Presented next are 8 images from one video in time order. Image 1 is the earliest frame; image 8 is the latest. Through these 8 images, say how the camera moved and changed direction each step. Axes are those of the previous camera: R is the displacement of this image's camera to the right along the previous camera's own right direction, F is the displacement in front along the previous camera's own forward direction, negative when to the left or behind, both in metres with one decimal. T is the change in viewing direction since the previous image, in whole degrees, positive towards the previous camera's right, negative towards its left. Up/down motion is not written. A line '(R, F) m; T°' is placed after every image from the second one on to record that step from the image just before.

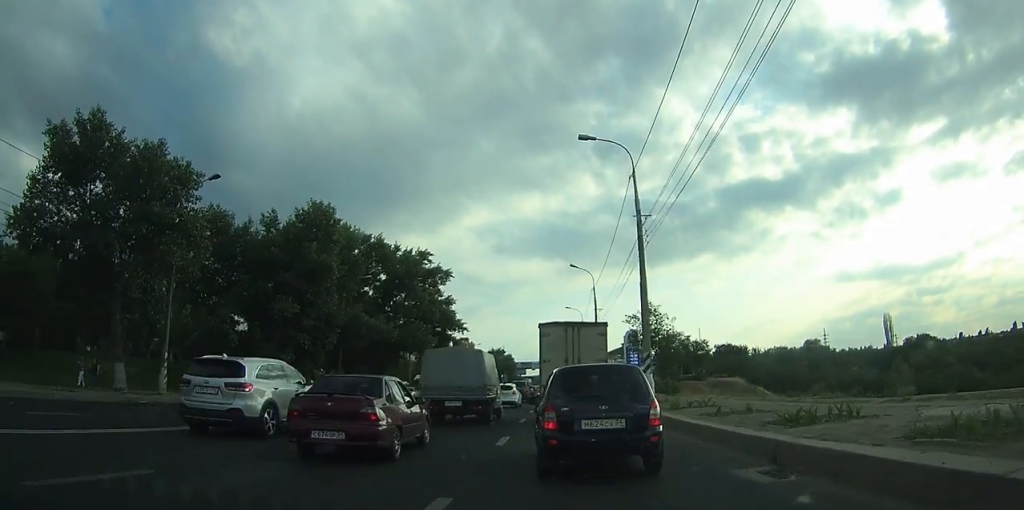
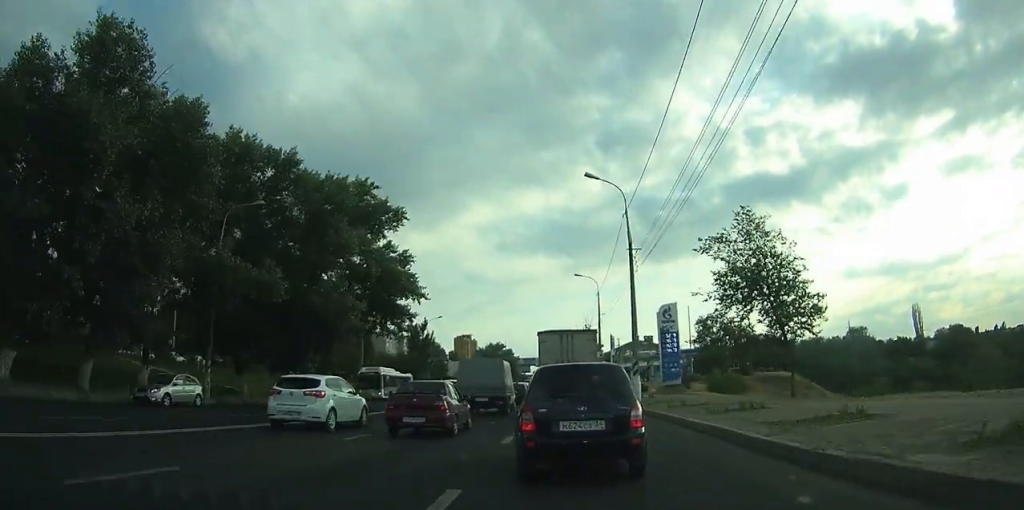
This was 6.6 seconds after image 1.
(+0.8, +22.1) m; +3°
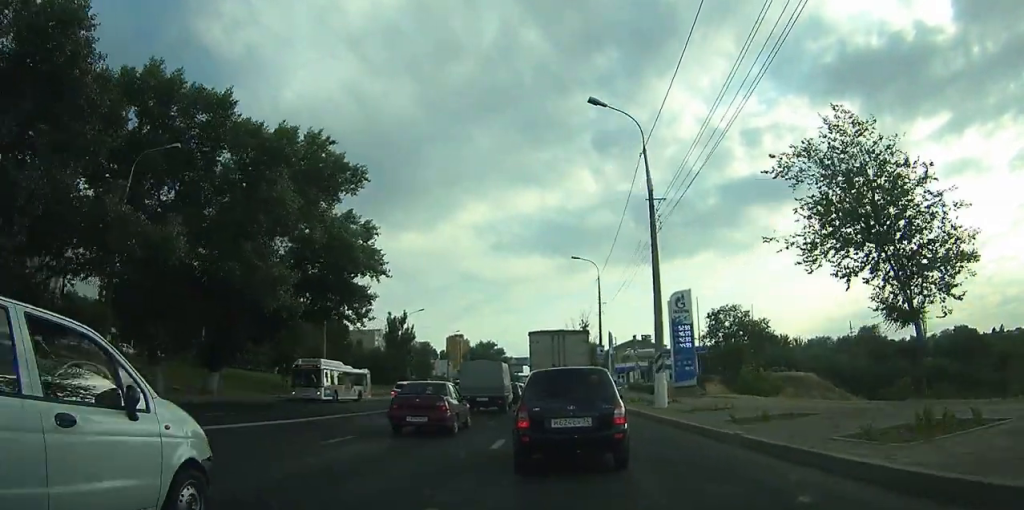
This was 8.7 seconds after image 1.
(0.0, +8.3) m; 0°
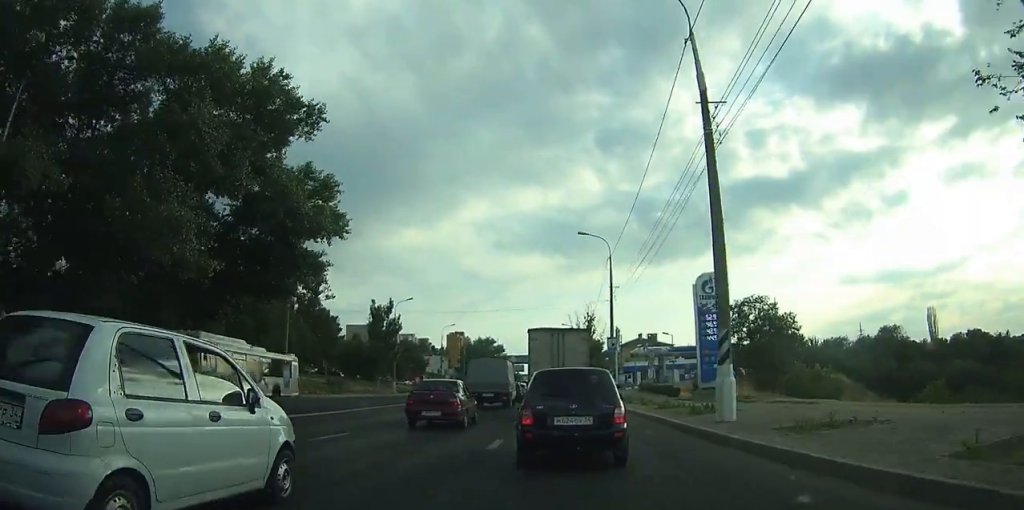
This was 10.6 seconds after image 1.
(+0.1, +7.6) m; -1°
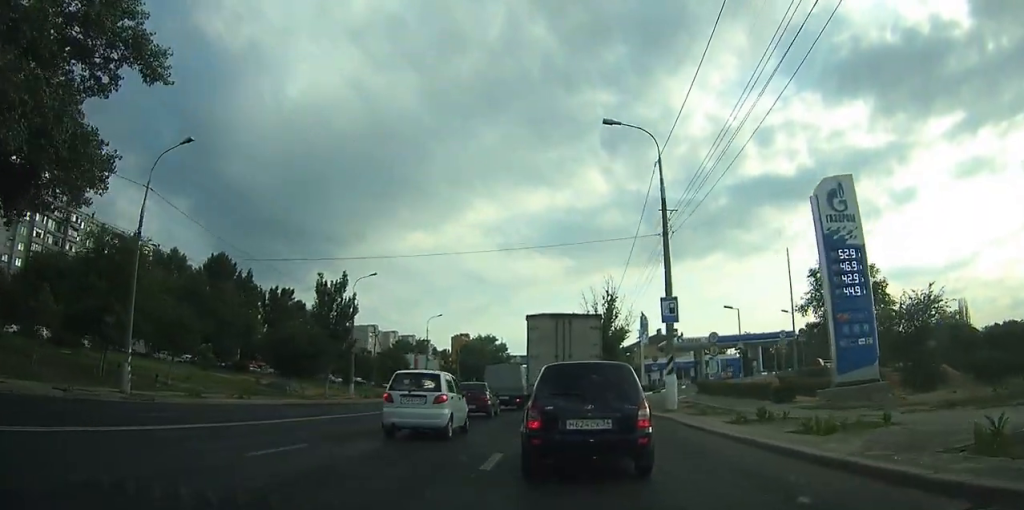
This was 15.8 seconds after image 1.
(-0.3, +18.5) m; 0°
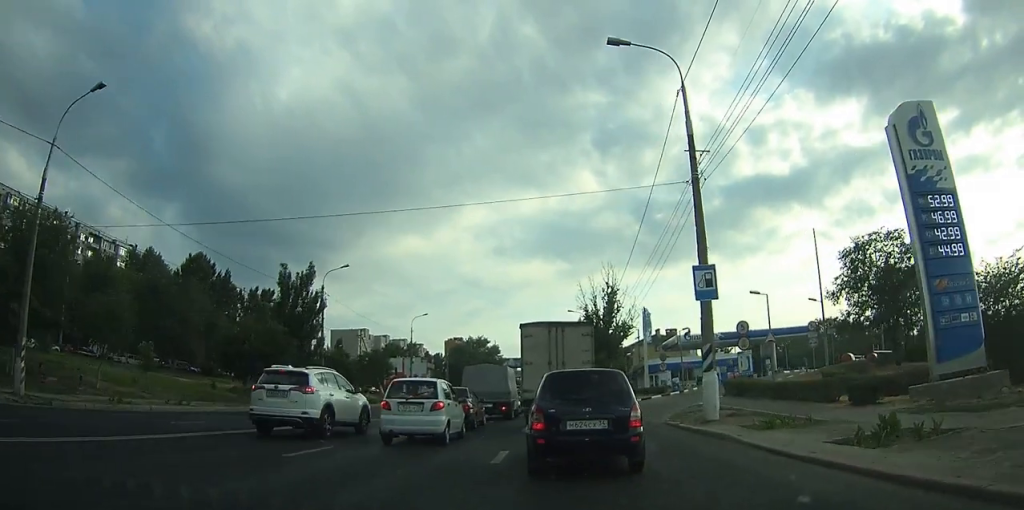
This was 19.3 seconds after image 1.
(+0.2, +9.1) m; +3°
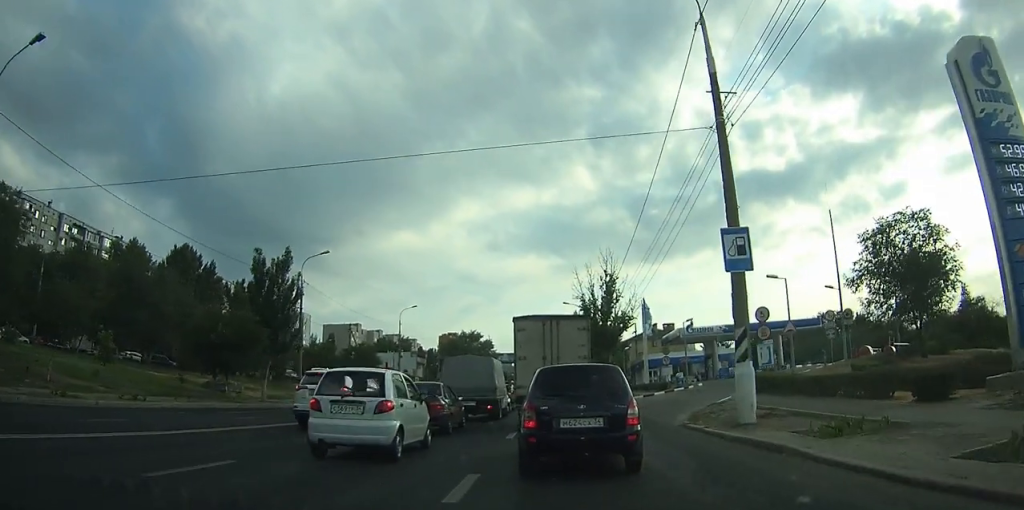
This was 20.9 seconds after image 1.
(+0.1, +3.1) m; +1°
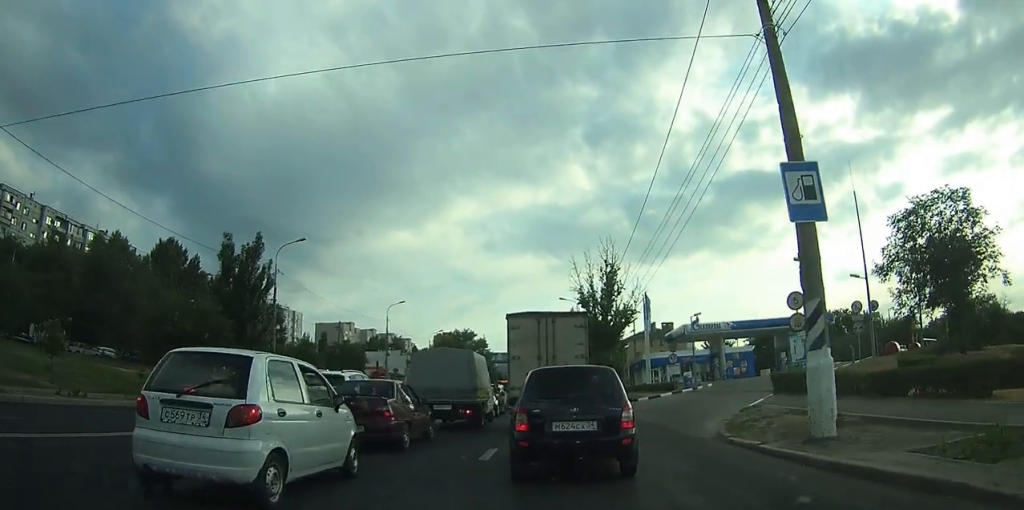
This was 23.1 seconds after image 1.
(+0.1, +3.7) m; +3°
